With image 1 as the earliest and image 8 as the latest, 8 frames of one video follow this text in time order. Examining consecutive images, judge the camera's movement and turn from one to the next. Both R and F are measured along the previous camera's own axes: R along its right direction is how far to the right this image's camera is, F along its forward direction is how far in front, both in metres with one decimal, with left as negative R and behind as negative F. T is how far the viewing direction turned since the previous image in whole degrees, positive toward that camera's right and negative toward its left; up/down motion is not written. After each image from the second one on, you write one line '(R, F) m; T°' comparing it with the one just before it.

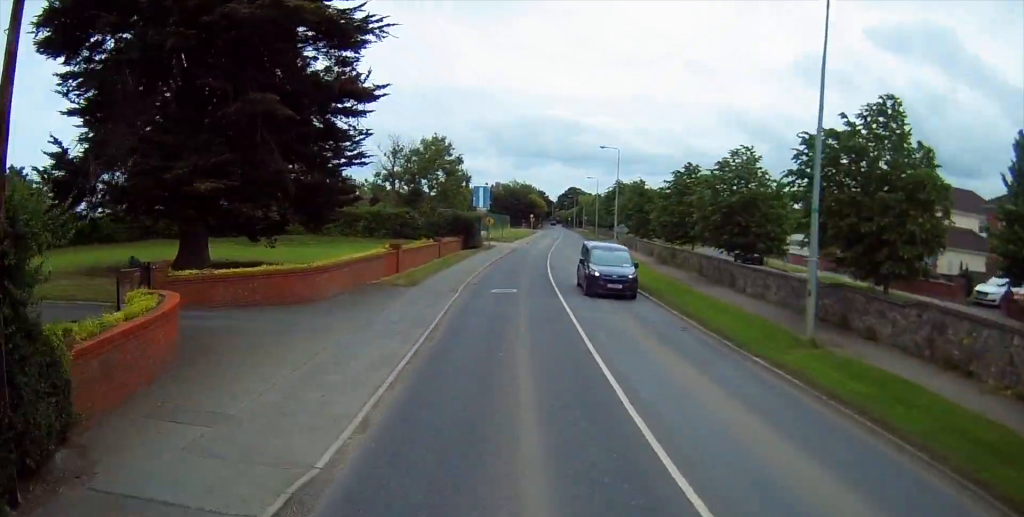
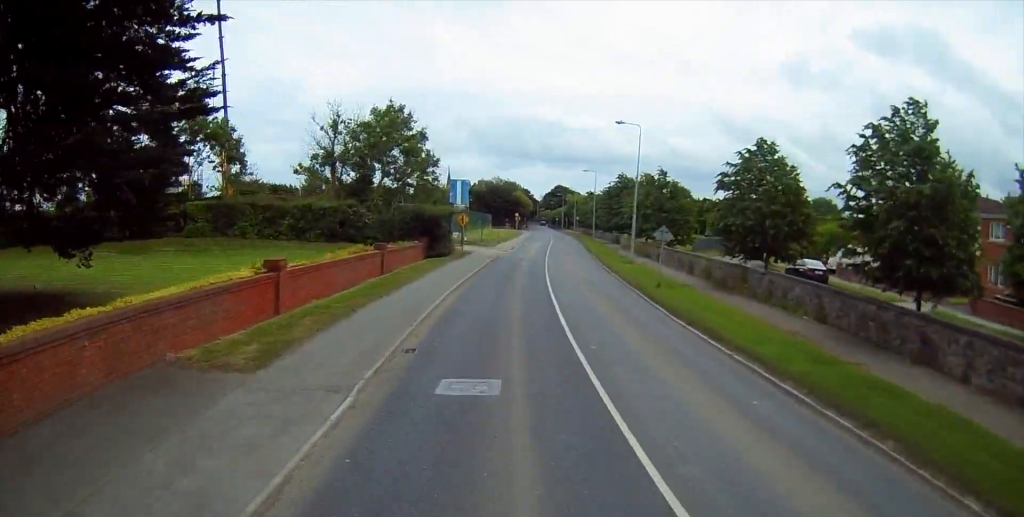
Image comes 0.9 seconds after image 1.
(+0.3, +13.9) m; +1°
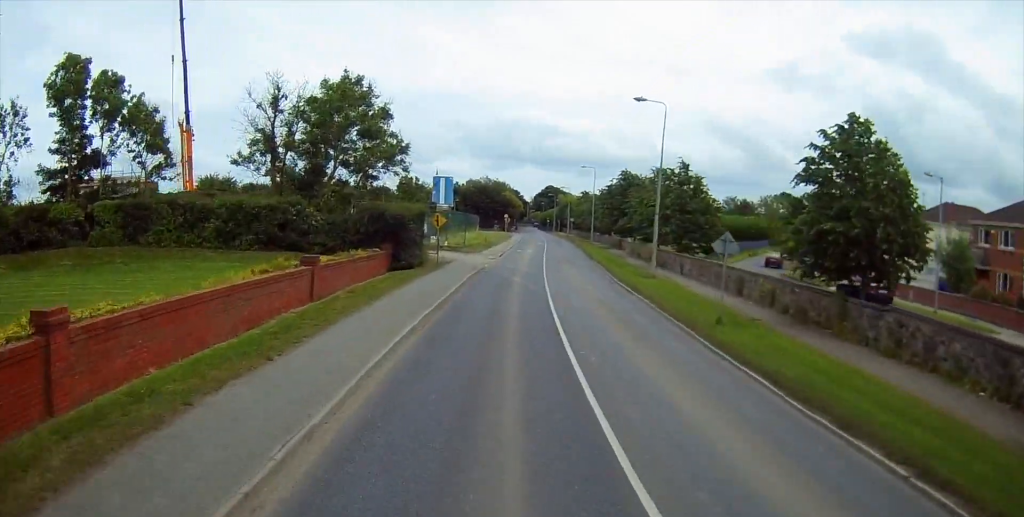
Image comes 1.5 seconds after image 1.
(+0.2, +8.5) m; 0°
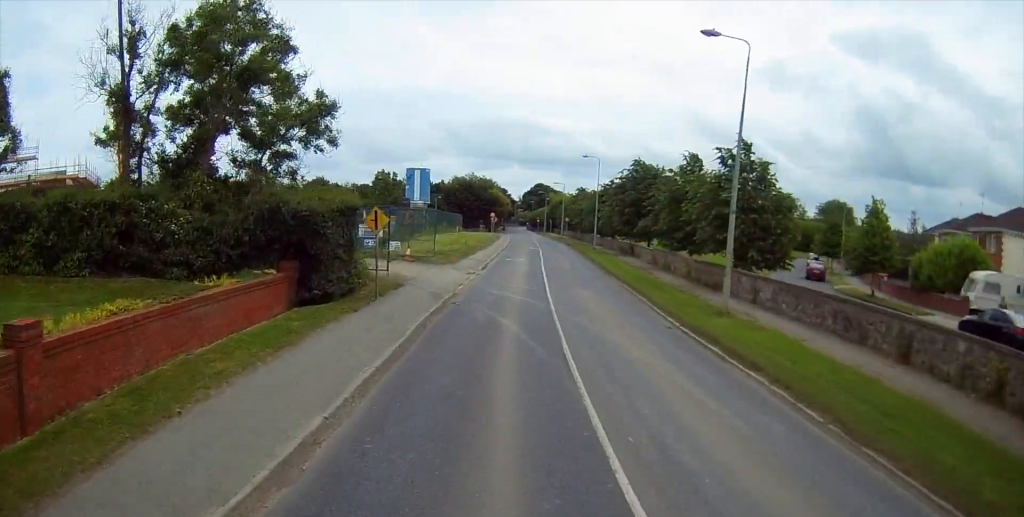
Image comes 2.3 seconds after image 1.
(-0.4, +12.1) m; 0°
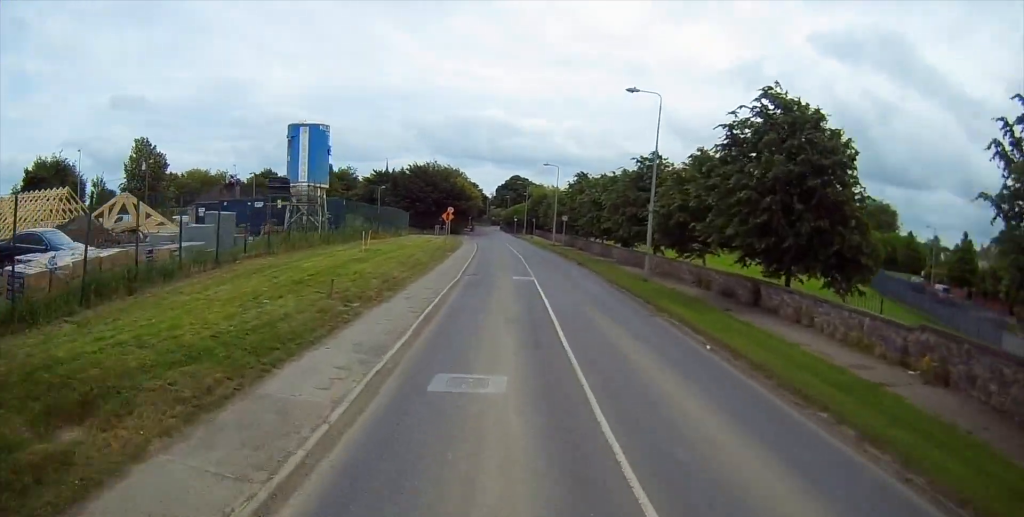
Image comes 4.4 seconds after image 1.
(+1.0, +31.4) m; +4°
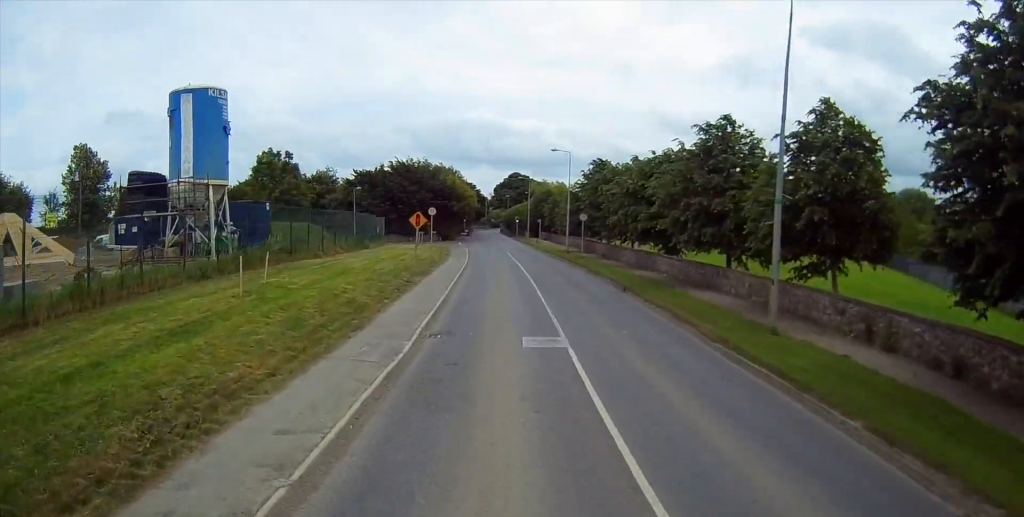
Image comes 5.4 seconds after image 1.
(+0.5, +14.3) m; 0°
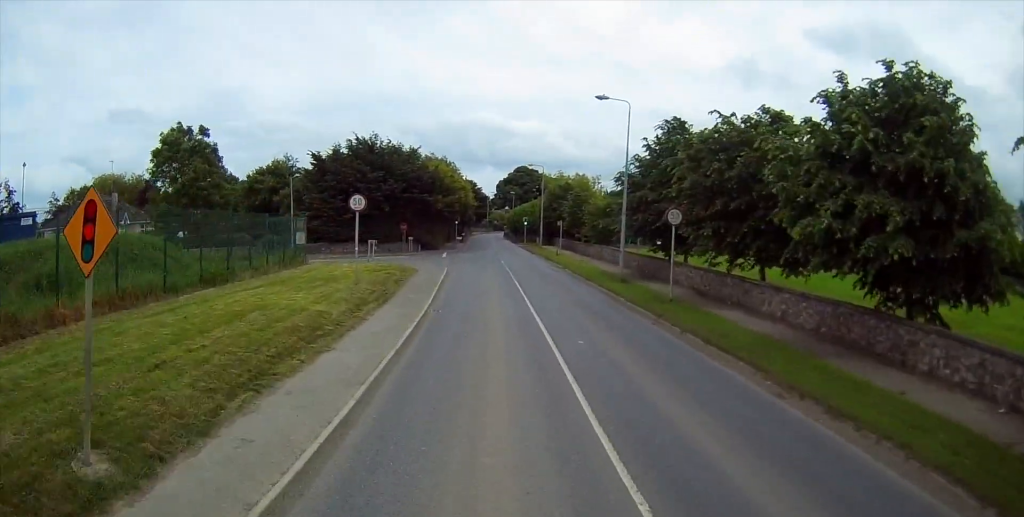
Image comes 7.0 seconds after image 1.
(-0.2, +23.9) m; 0°
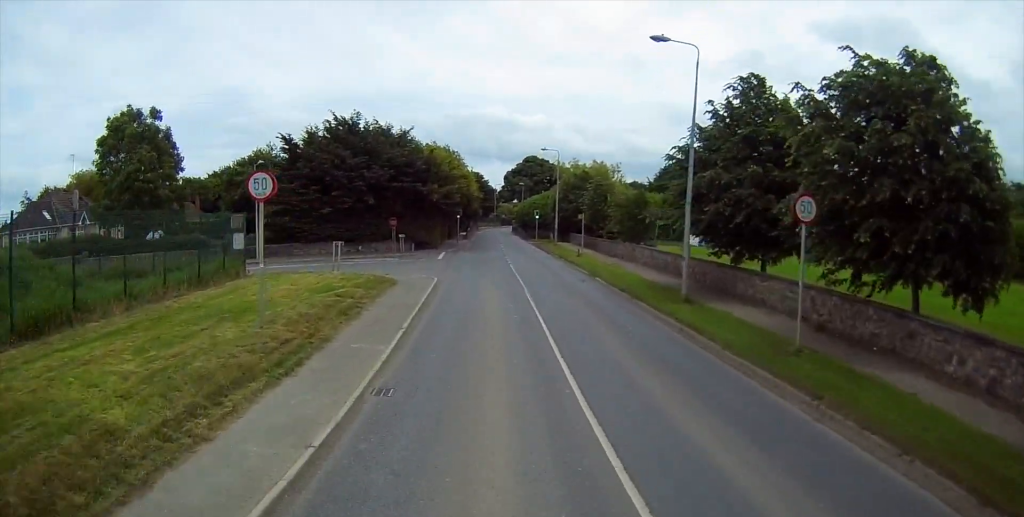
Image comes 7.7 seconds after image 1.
(+0.1, +9.5) m; -1°
